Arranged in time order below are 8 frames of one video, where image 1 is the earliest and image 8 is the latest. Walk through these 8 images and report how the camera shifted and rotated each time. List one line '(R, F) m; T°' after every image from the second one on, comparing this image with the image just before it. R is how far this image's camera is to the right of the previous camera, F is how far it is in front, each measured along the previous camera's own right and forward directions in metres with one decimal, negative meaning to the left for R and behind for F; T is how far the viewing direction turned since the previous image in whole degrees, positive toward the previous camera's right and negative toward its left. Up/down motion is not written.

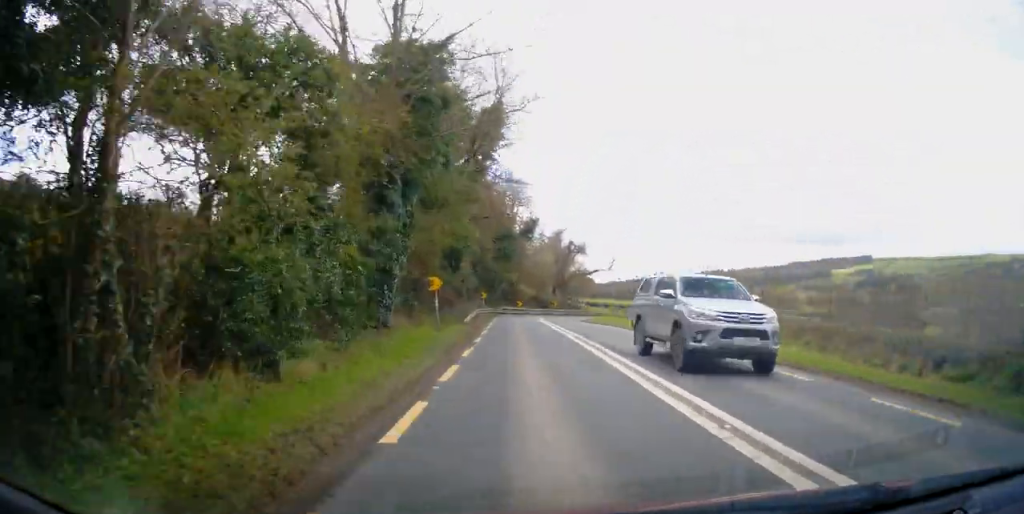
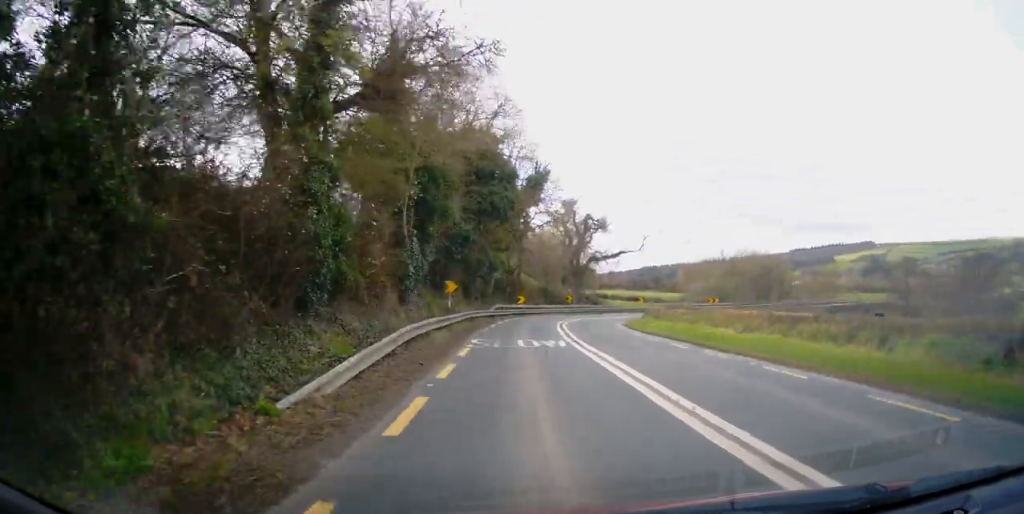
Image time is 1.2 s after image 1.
(0.0, +23.8) m; 0°
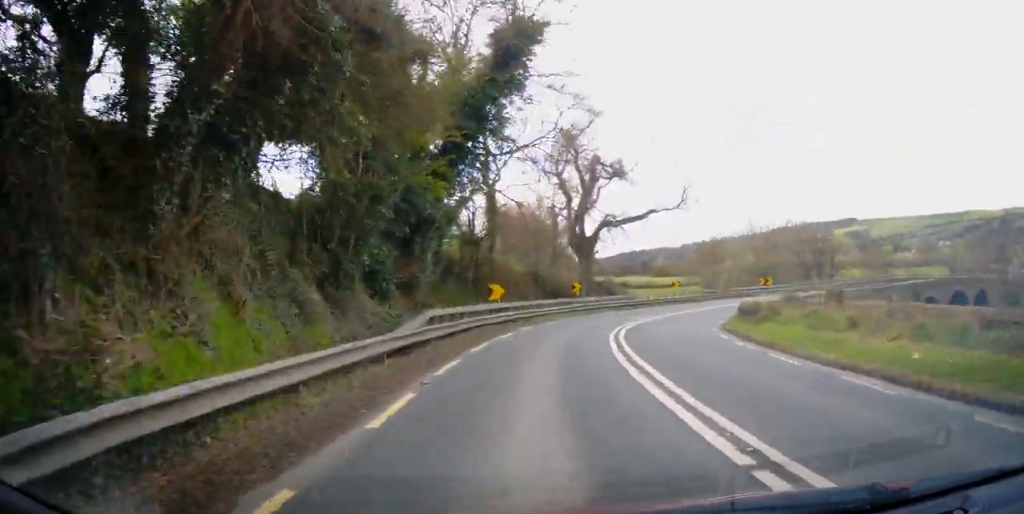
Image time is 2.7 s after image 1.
(-0.1, +27.0) m; +1°
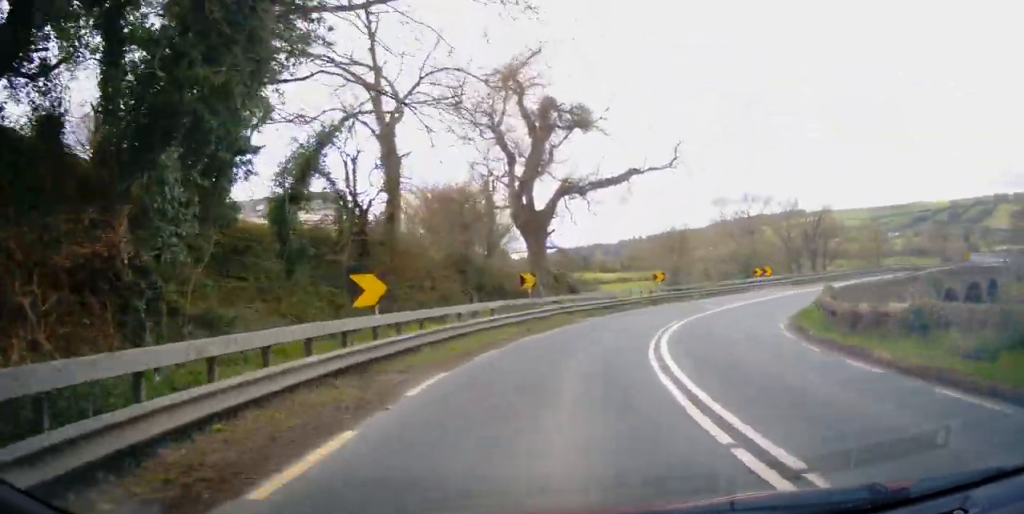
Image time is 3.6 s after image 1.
(+0.2, +15.4) m; +5°
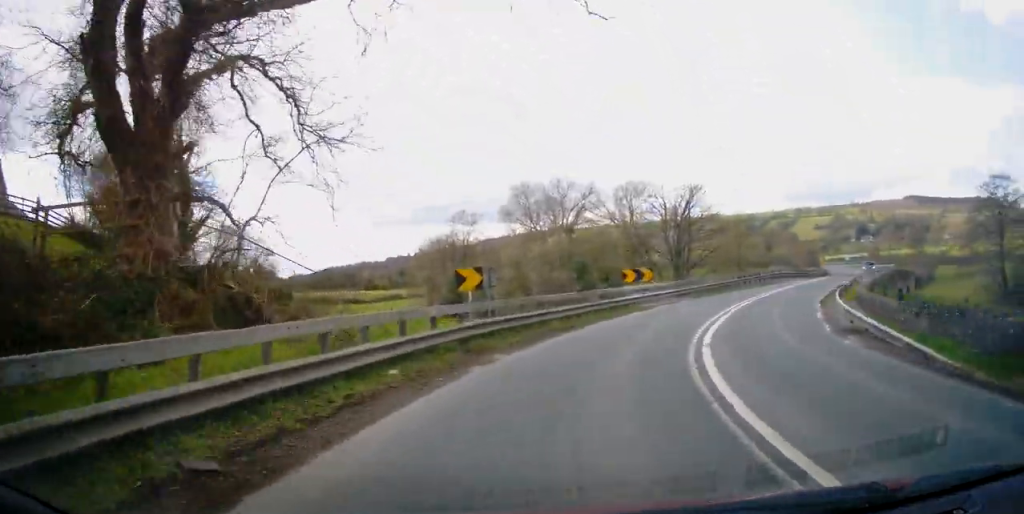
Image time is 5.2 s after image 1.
(+2.8, +23.7) m; +16°
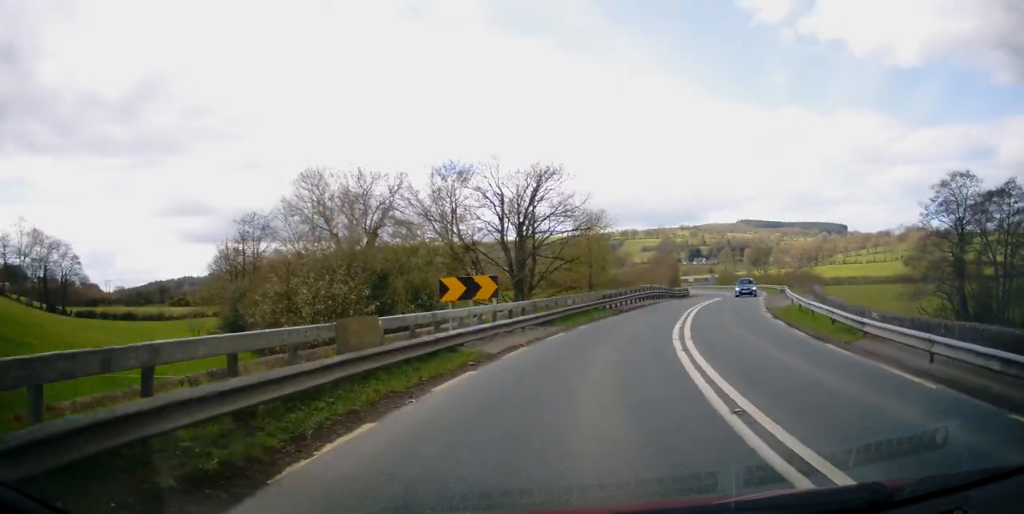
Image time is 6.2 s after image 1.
(+1.8, +13.7) m; +18°
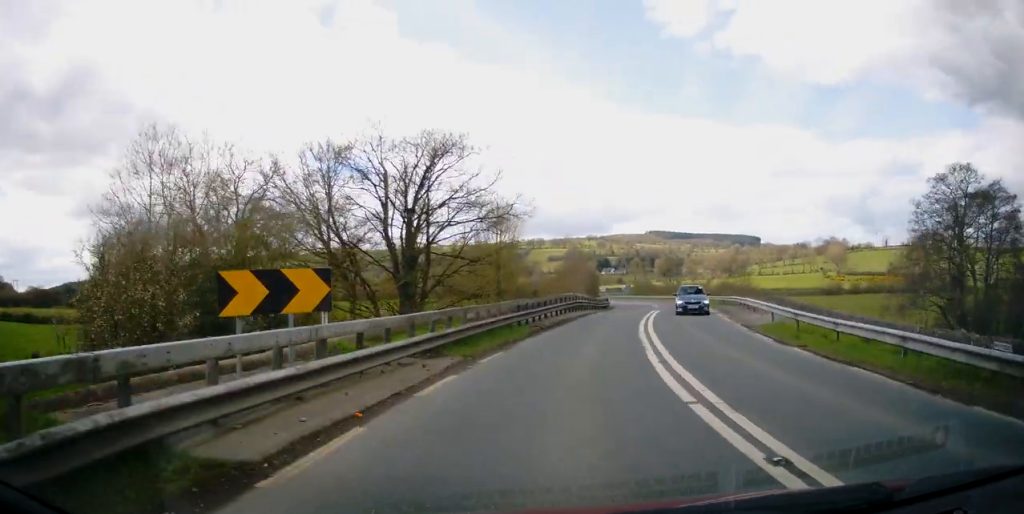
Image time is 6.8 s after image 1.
(+0.6, +7.9) m; +11°
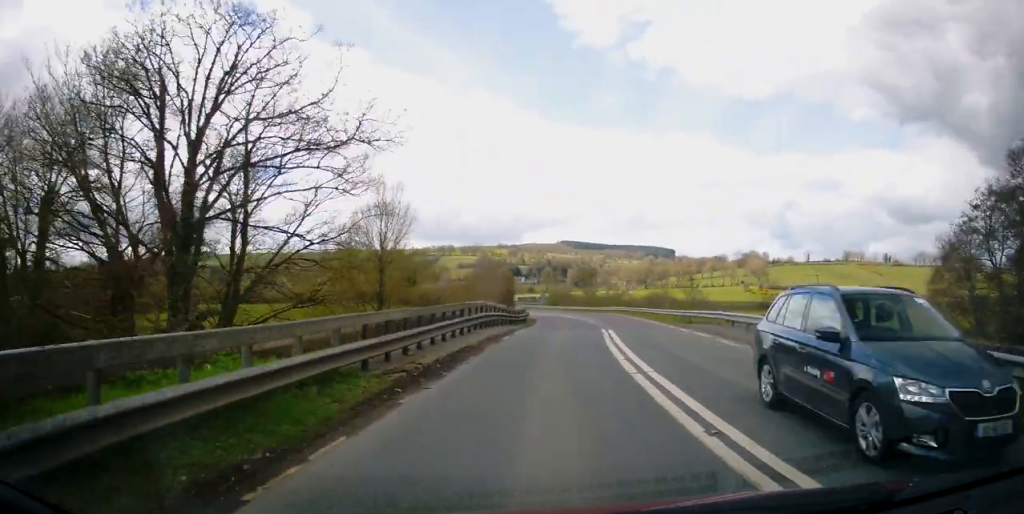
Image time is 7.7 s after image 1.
(+1.8, +11.6) m; +12°
